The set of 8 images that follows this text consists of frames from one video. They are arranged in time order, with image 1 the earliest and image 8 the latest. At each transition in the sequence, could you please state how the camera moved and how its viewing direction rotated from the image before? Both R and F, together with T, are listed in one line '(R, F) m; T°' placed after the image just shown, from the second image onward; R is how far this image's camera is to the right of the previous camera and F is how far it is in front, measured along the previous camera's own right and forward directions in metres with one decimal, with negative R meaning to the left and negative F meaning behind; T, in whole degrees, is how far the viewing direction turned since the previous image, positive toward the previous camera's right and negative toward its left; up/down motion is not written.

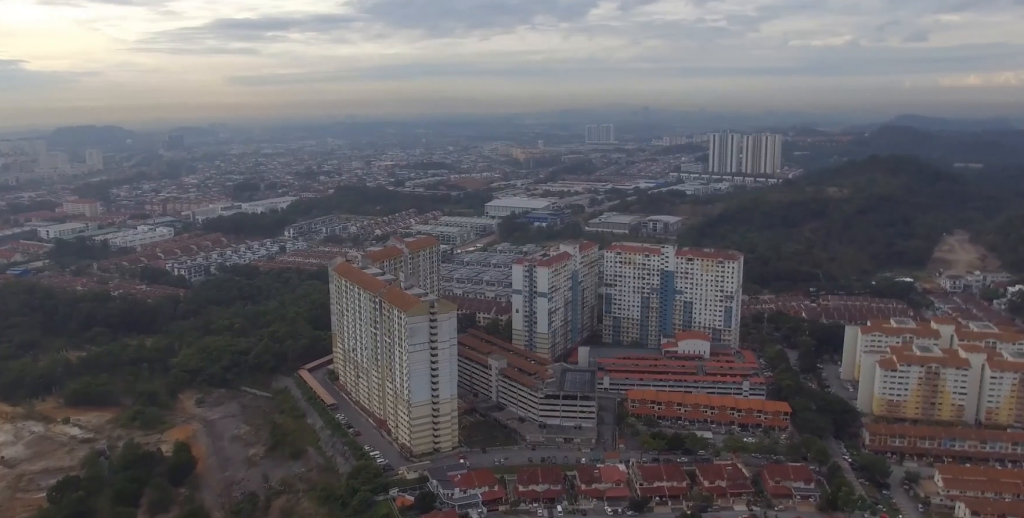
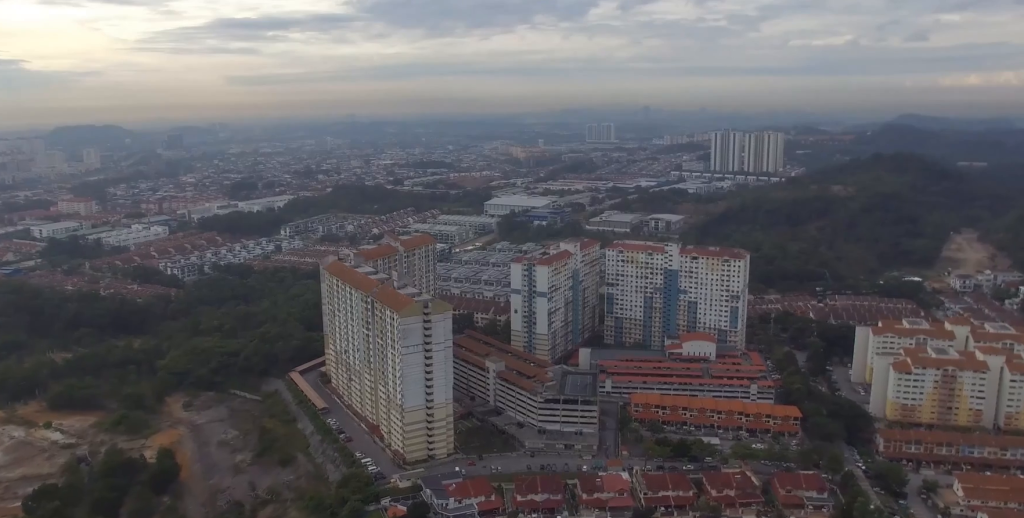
(0.0, +14.5) m; 0°
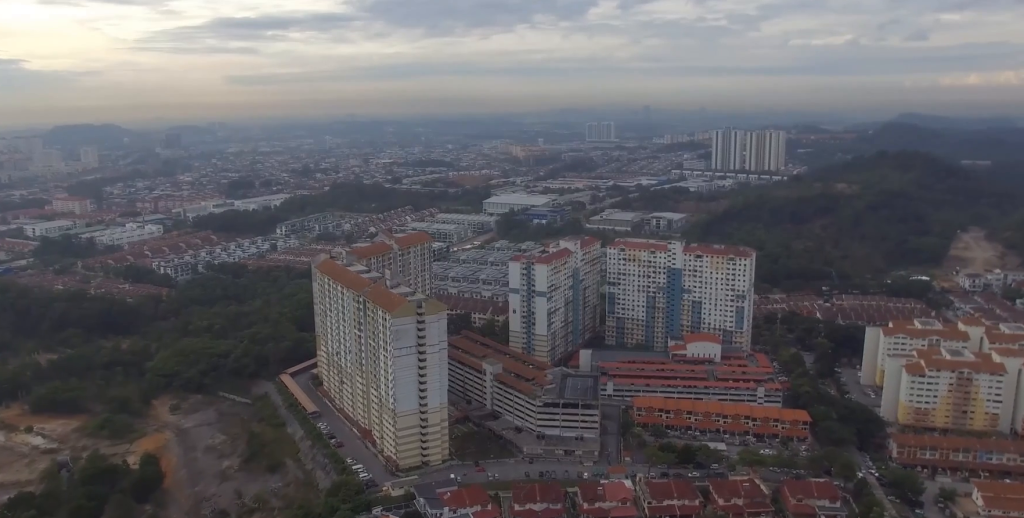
(0.0, +13.2) m; 0°
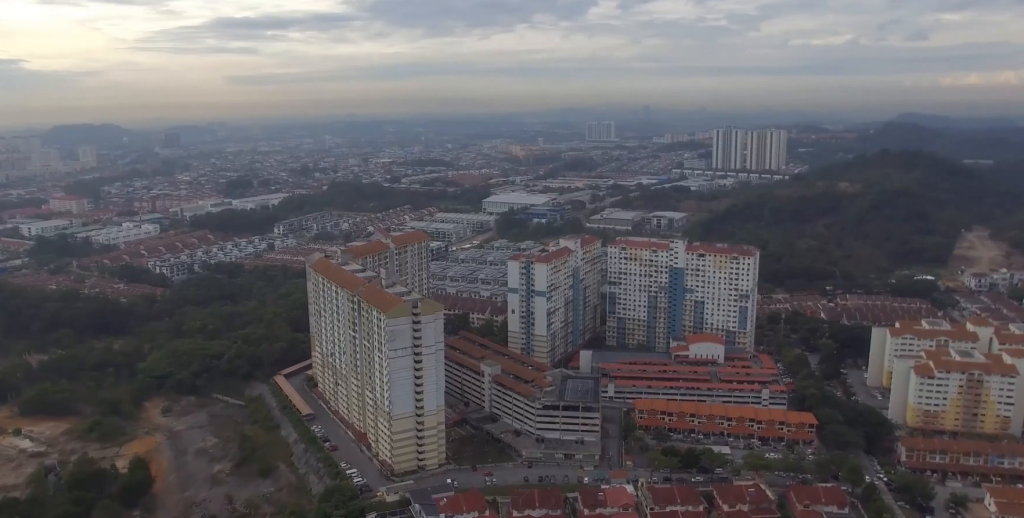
(0.0, +8.2) m; 0°
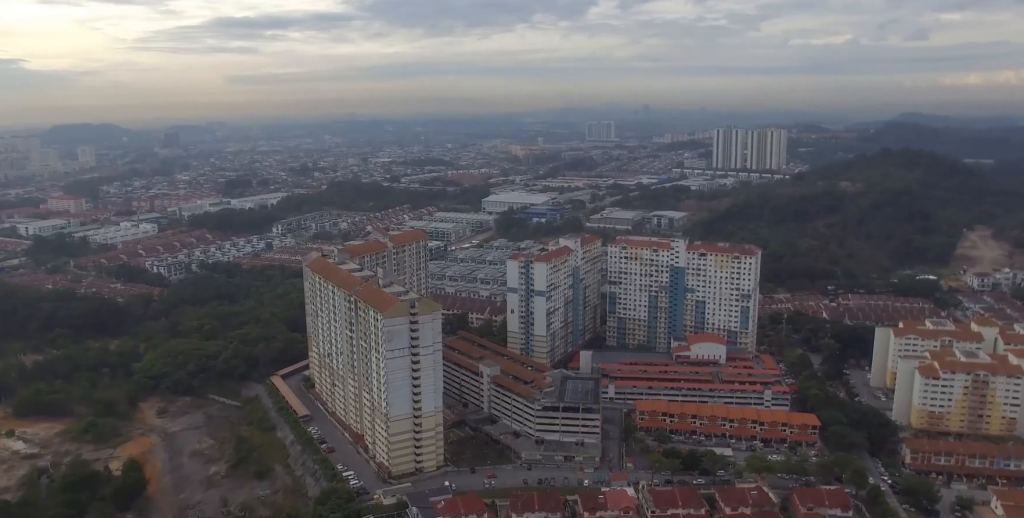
(0.0, +4.5) m; 0°
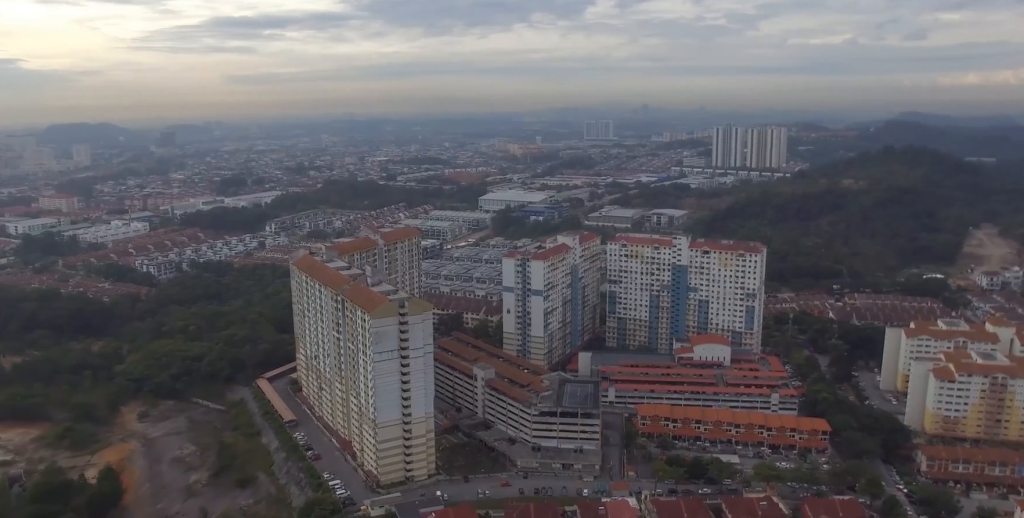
(0.0, +14.7) m; 0°
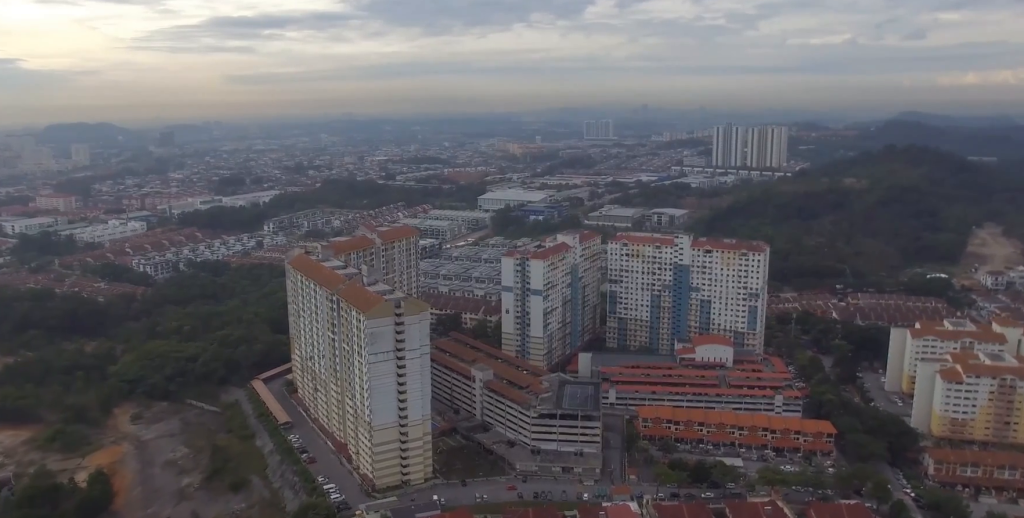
(0.0, +6.1) m; 0°
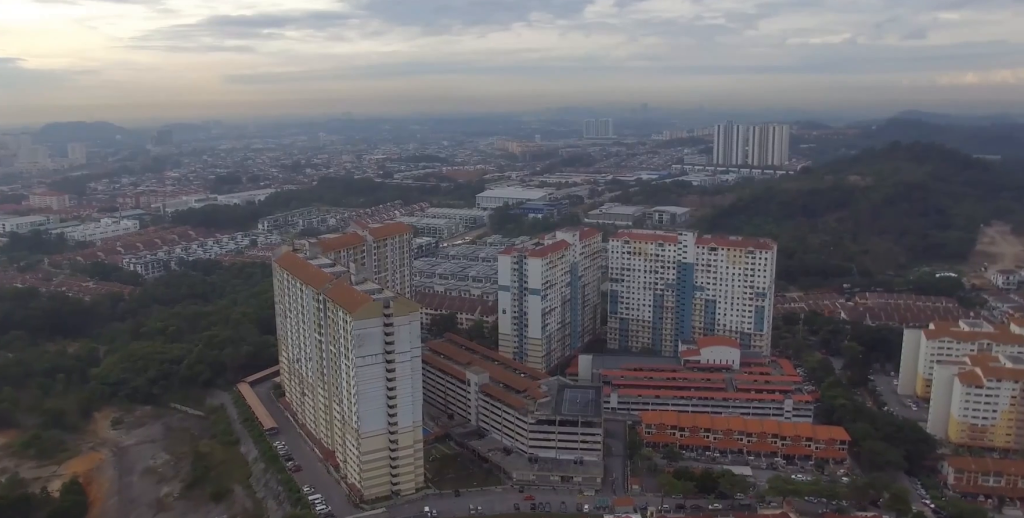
(0.0, +14.6) m; 0°
